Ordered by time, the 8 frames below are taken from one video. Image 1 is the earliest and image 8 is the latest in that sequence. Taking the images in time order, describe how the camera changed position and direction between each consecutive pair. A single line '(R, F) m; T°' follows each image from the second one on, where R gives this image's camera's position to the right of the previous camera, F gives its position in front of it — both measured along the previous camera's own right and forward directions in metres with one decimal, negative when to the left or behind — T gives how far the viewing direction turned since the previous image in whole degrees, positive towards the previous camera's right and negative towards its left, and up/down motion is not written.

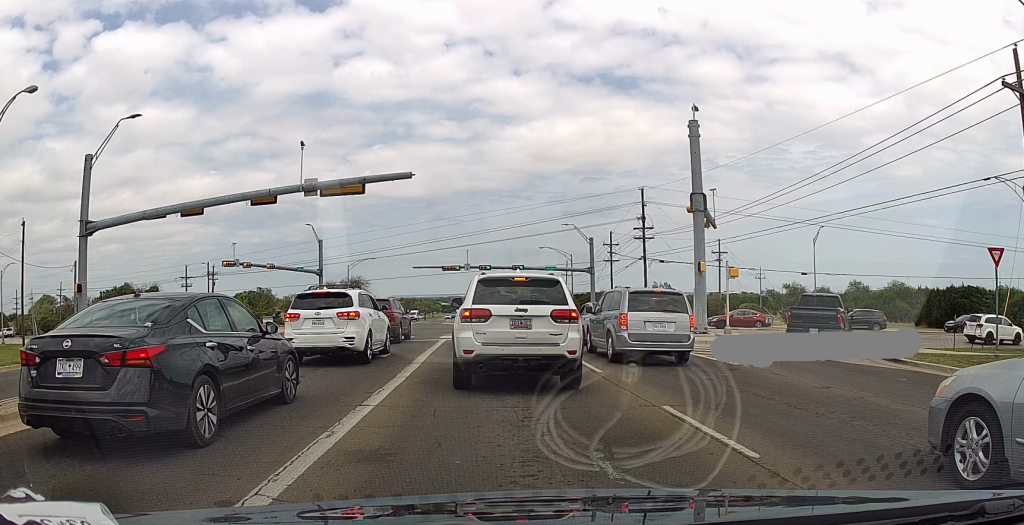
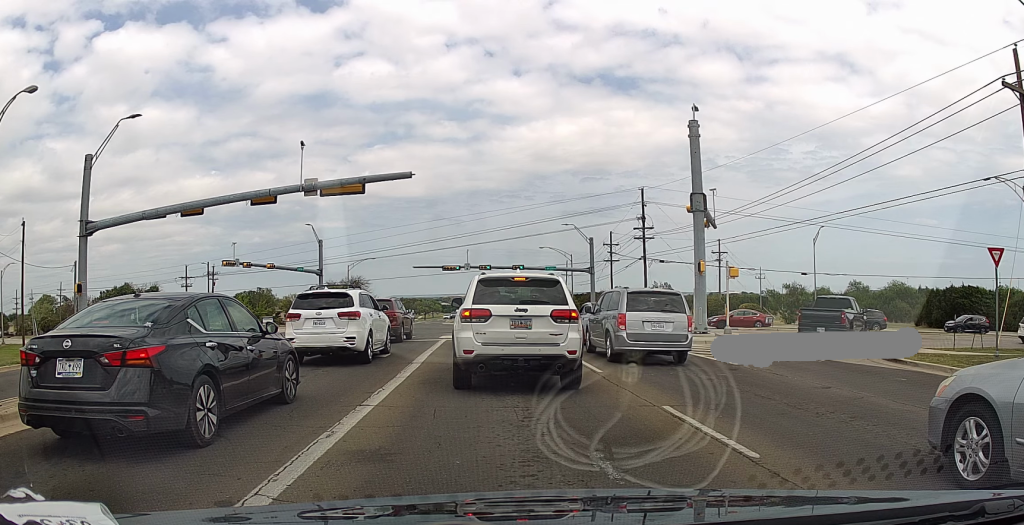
(0.0, 0.0) m; 0°
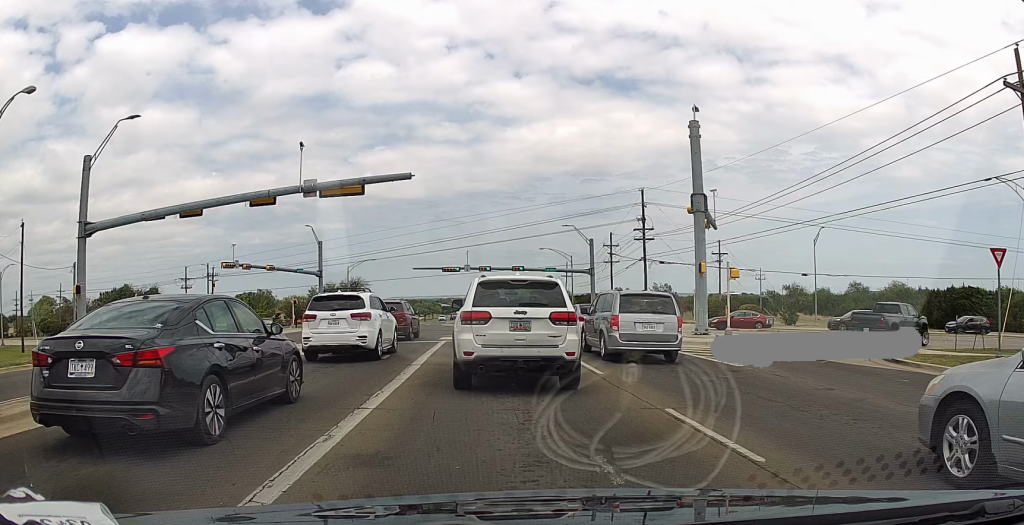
(0.0, +0.3) m; 0°
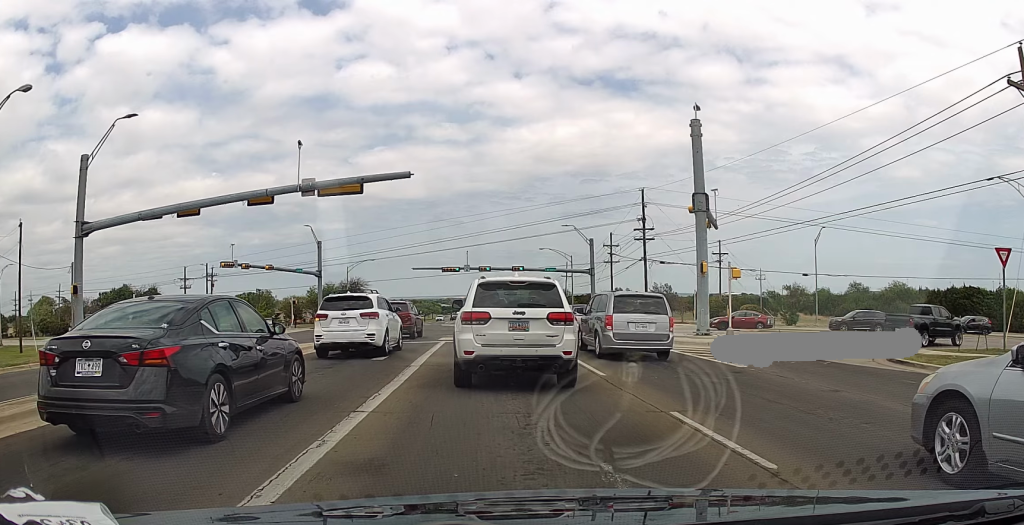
(0.0, 0.0) m; 0°
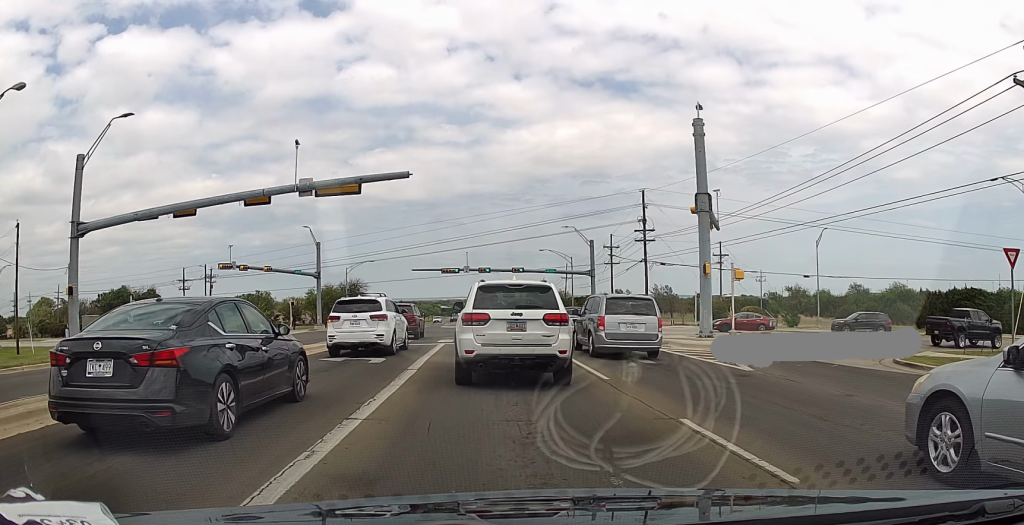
(0.0, 0.0) m; 0°
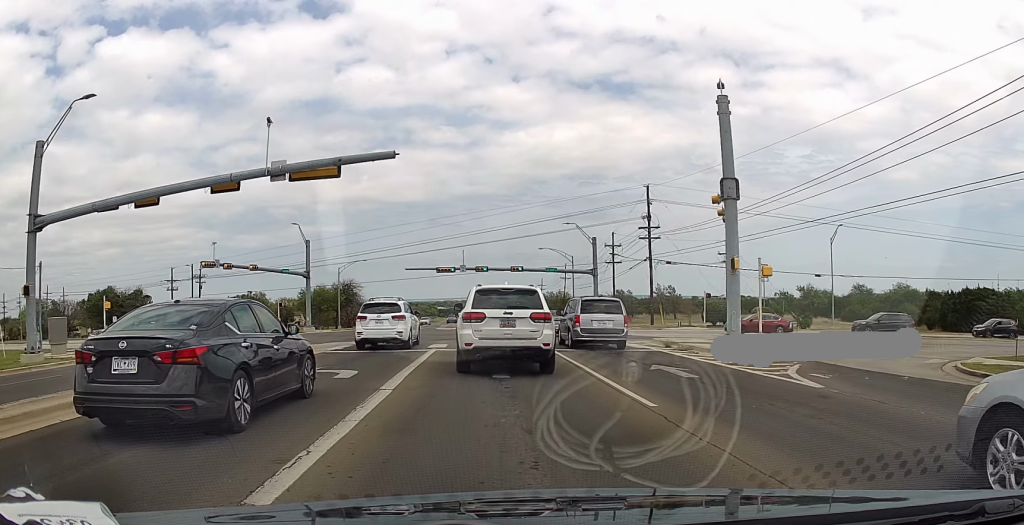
(0.0, +0.9) m; 0°
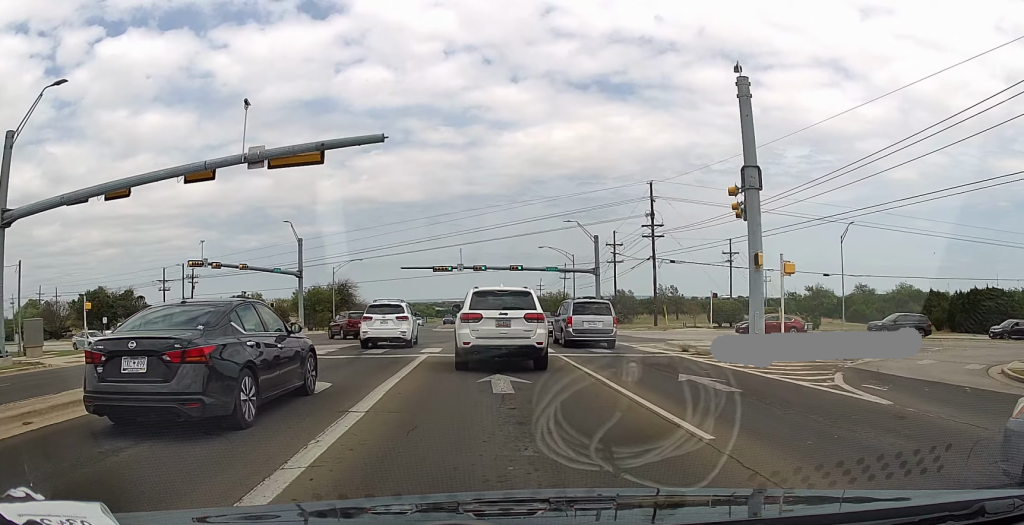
(0.0, +1.2) m; 0°
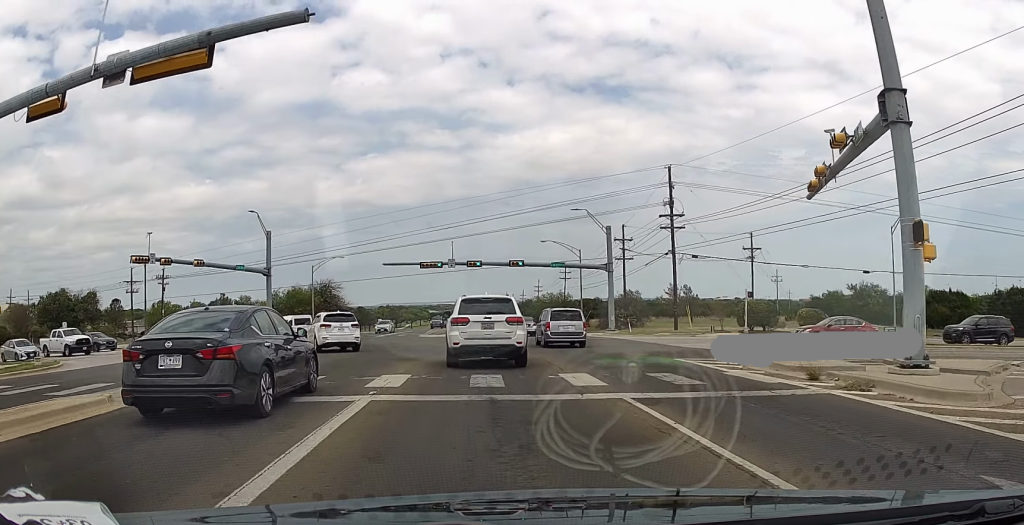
(0.0, +5.6) m; -2°
